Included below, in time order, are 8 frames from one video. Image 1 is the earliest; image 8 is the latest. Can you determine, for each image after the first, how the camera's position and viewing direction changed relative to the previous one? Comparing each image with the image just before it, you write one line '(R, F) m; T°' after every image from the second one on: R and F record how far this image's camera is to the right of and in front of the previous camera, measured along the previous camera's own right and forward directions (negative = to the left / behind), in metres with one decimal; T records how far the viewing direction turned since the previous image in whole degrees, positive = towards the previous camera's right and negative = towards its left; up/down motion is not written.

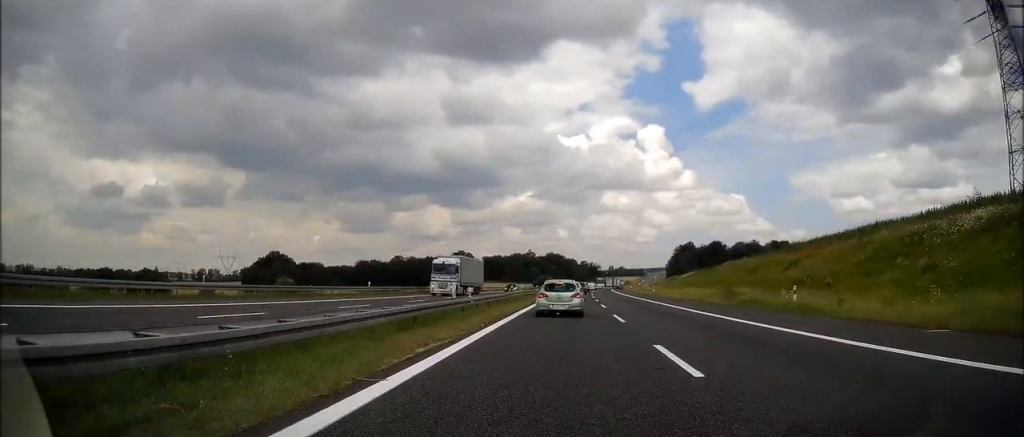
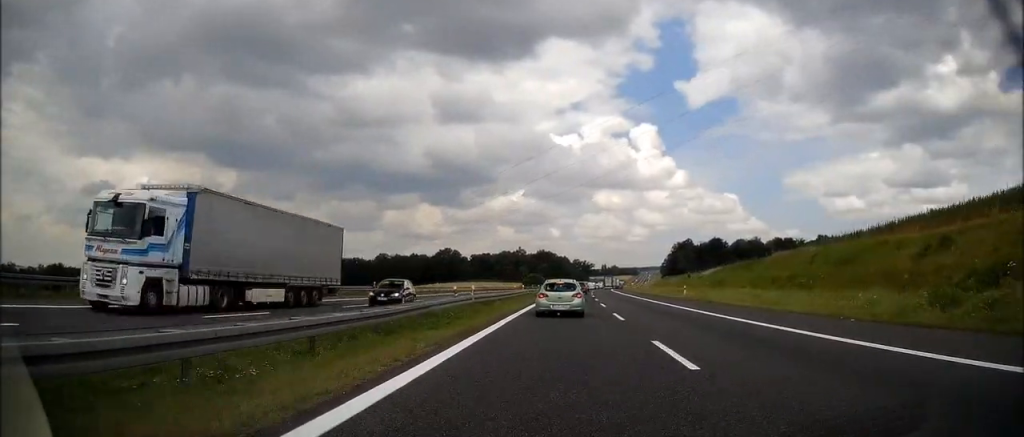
(+0.1, +23.4) m; +1°
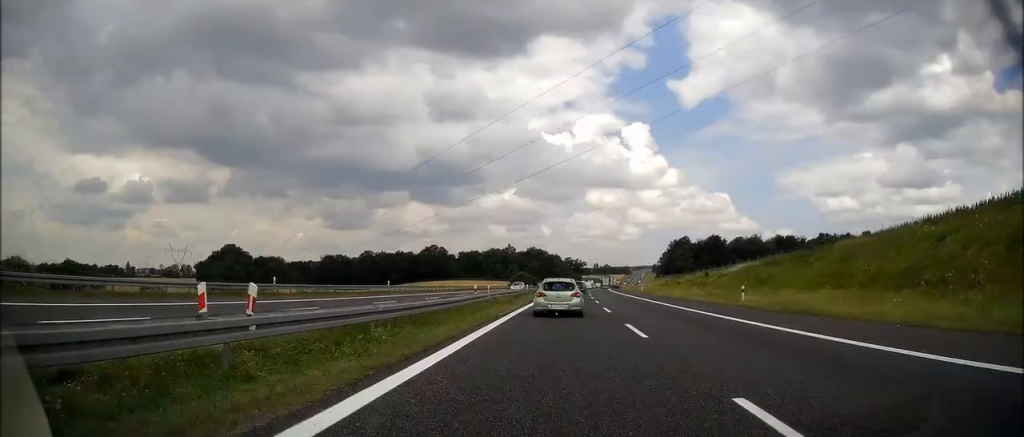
(+0.1, +18.8) m; 0°
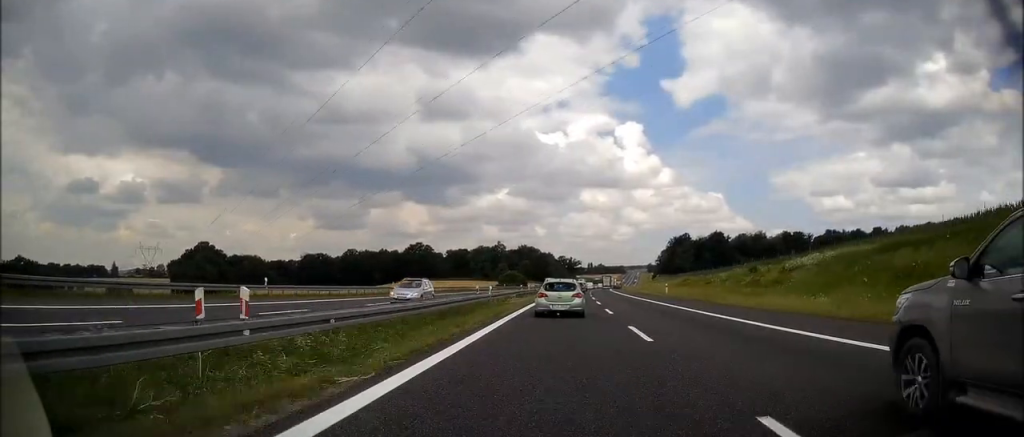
(+0.1, +25.1) m; 0°
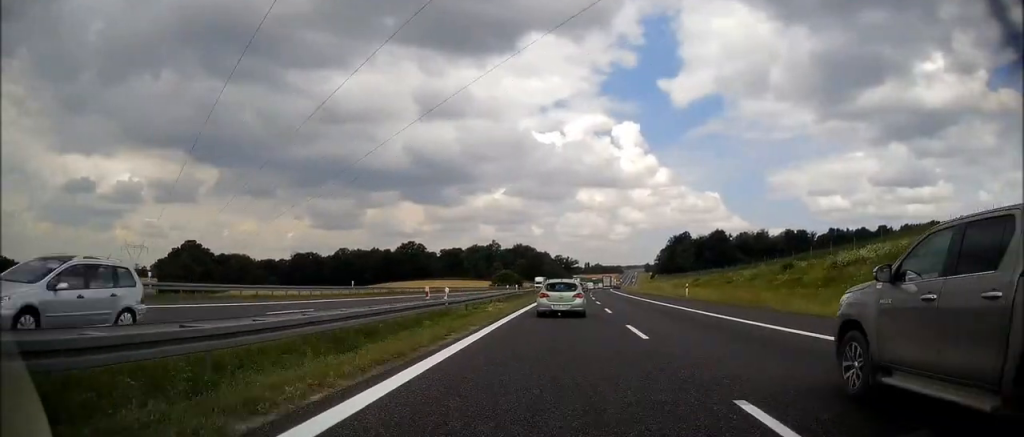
(-0.1, +11.5) m; +1°
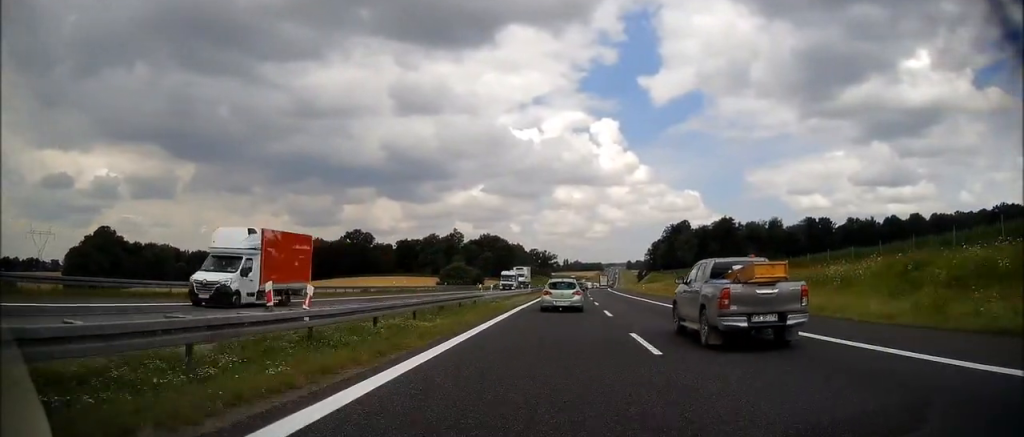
(+1.3, +64.3) m; +2°
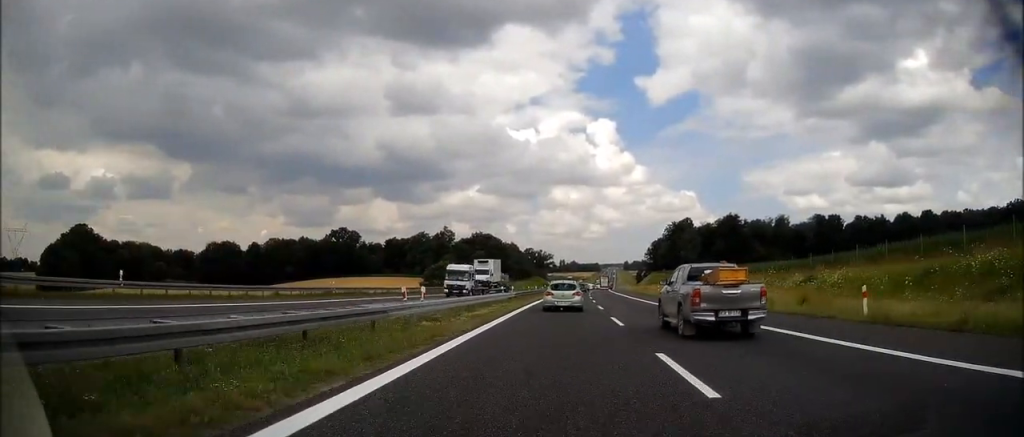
(0.0, +16.3) m; +1°
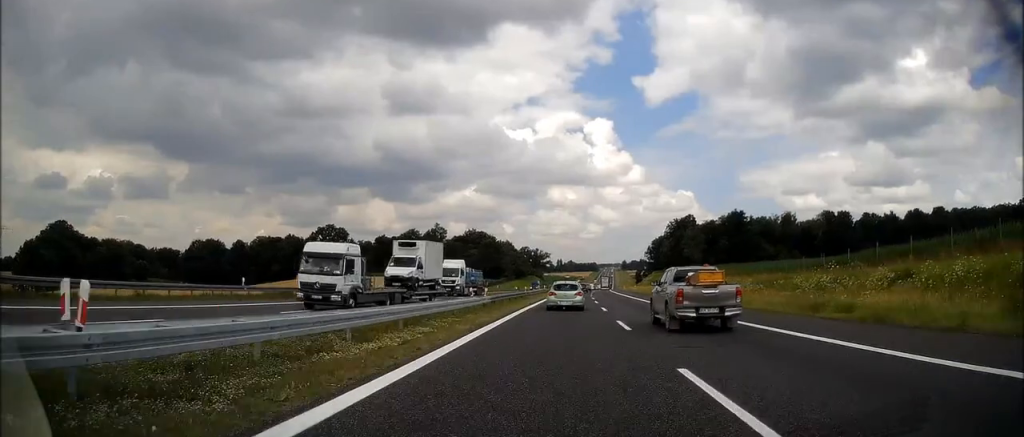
(+0.2, +13.9) m; +1°
